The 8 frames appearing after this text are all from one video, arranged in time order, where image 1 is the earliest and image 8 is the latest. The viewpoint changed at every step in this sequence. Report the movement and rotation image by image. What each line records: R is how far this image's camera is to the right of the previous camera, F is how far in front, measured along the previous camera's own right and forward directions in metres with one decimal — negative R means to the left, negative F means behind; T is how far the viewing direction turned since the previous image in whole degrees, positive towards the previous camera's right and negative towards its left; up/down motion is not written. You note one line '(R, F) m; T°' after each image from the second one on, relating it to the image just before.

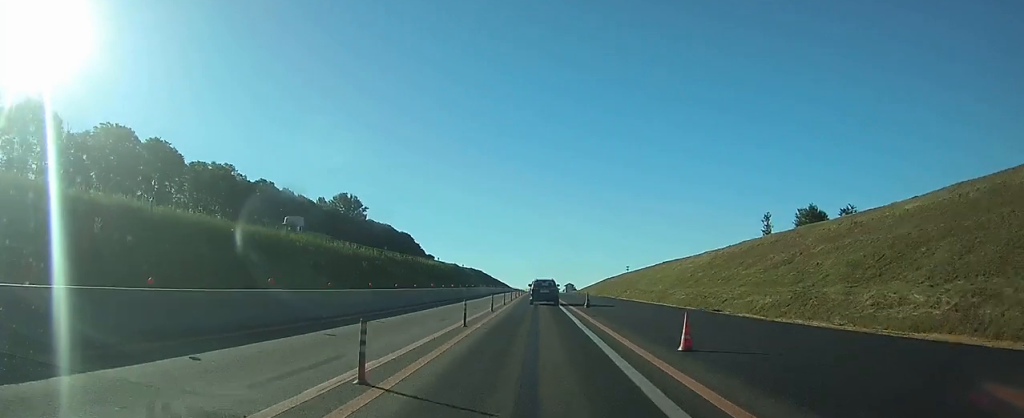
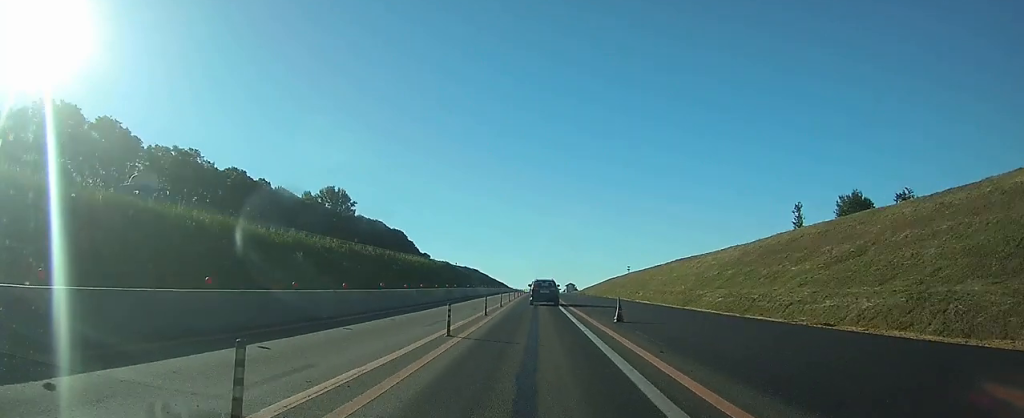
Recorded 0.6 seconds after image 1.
(0.0, +13.1) m; 0°
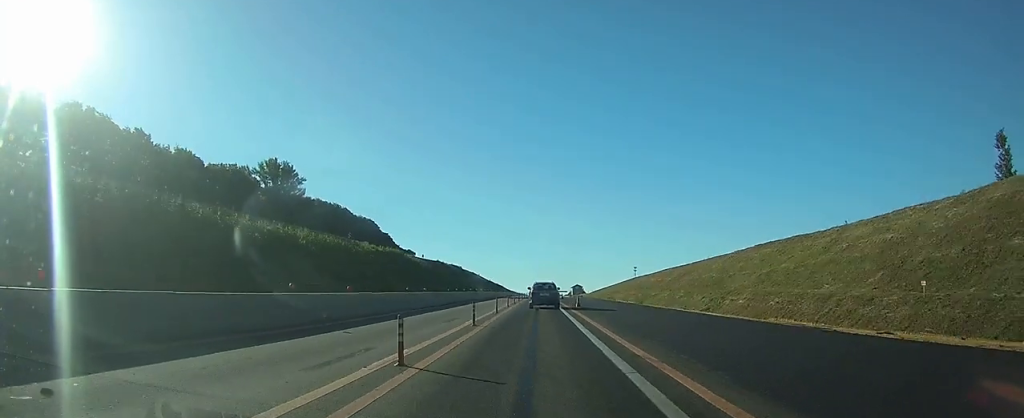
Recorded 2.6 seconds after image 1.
(-0.2, +45.0) m; 0°
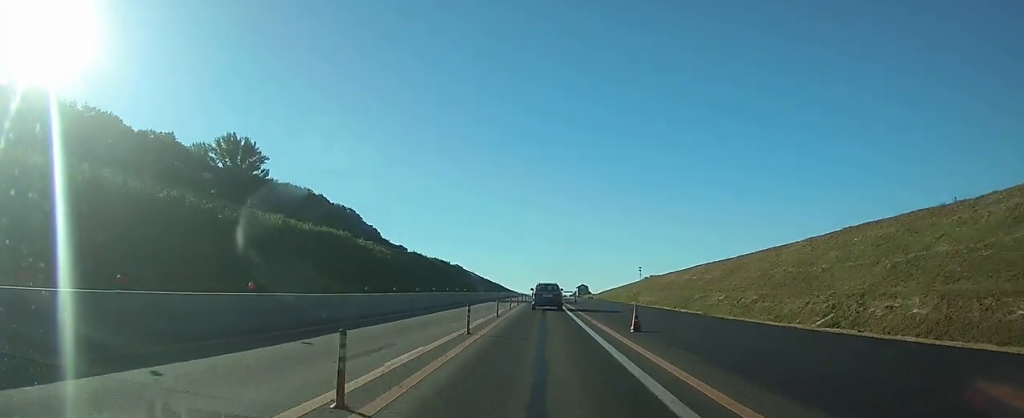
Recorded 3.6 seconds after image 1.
(0.0, +22.9) m; 0°
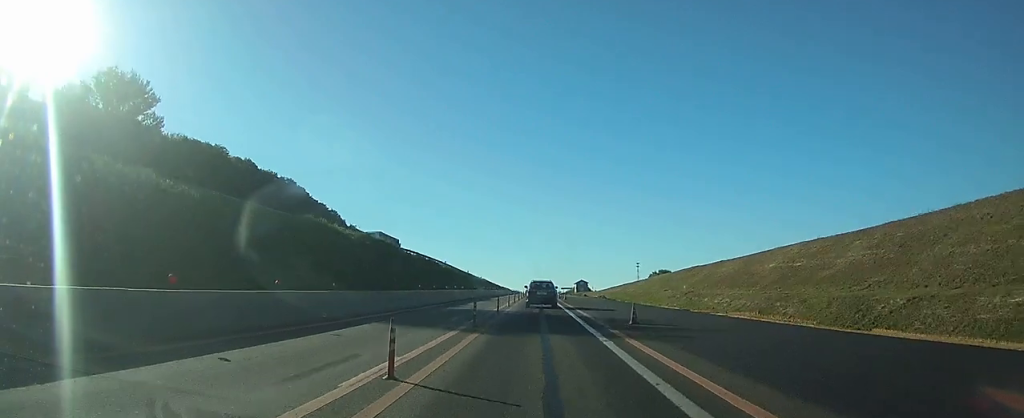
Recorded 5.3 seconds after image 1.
(0.0, +37.3) m; 0°
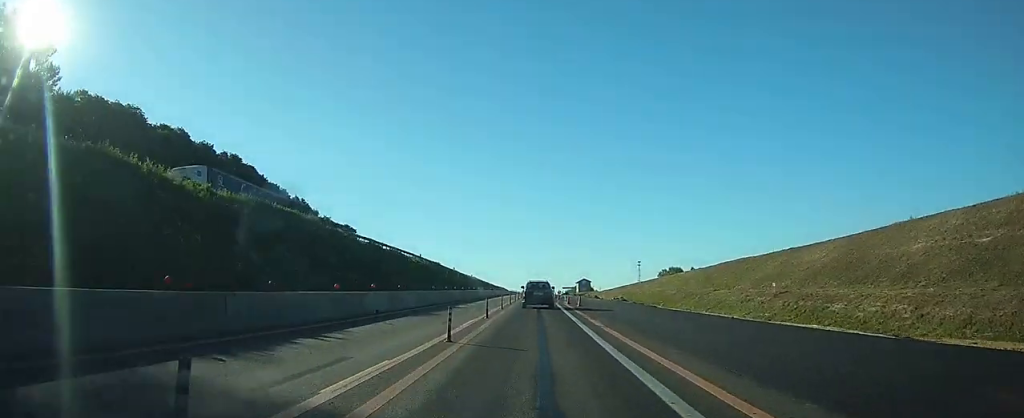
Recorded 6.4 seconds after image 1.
(0.0, +24.0) m; 0°
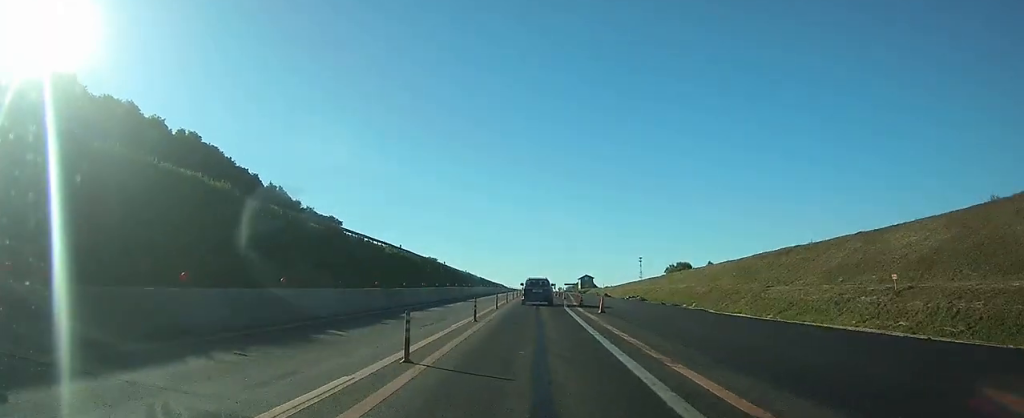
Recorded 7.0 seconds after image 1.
(0.0, +13.8) m; 0°
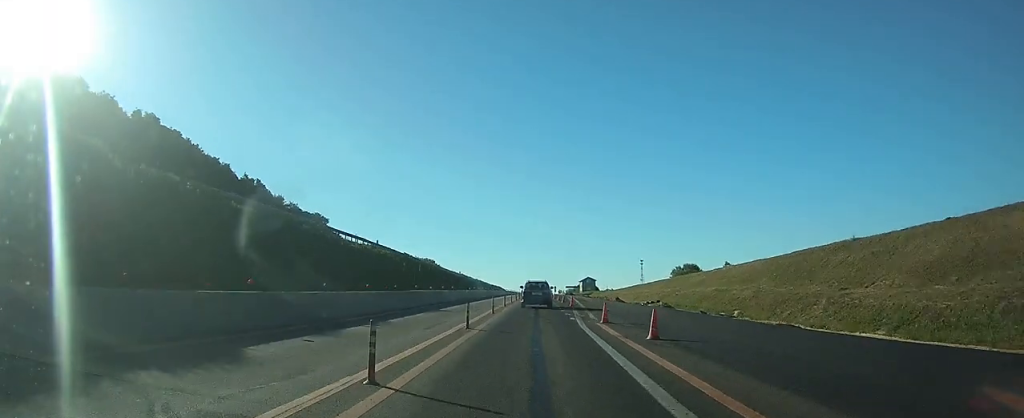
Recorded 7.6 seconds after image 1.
(+0.1, +11.6) m; 0°
